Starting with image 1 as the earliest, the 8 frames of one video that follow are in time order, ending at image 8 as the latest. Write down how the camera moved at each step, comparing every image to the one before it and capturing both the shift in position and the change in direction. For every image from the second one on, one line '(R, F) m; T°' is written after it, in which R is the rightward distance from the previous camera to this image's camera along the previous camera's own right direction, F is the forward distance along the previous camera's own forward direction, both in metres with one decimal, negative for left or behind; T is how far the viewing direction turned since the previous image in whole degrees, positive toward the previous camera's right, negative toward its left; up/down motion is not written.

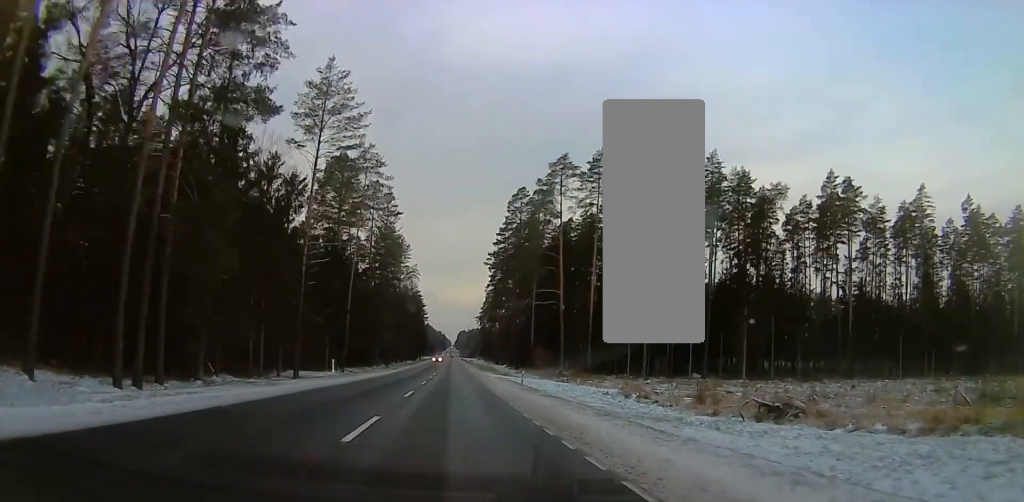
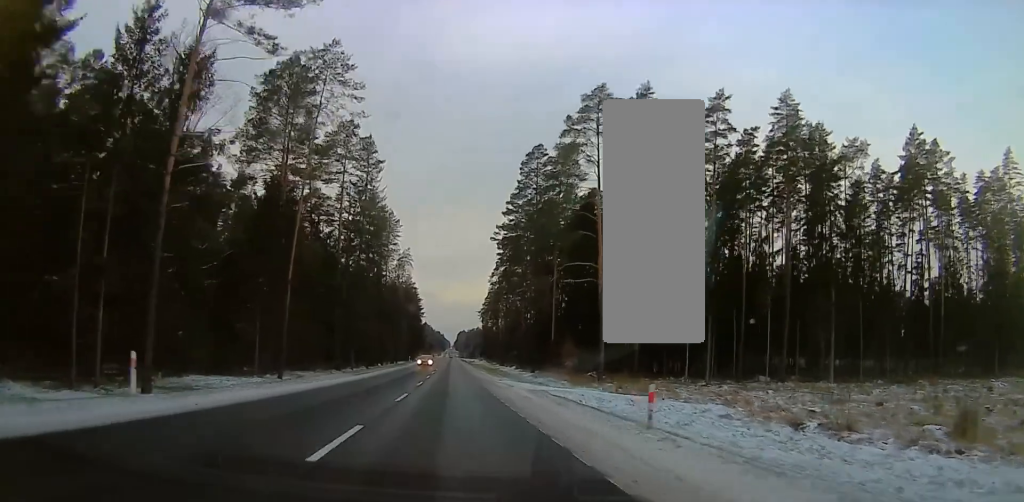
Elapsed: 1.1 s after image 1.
(0.0, +27.0) m; 0°
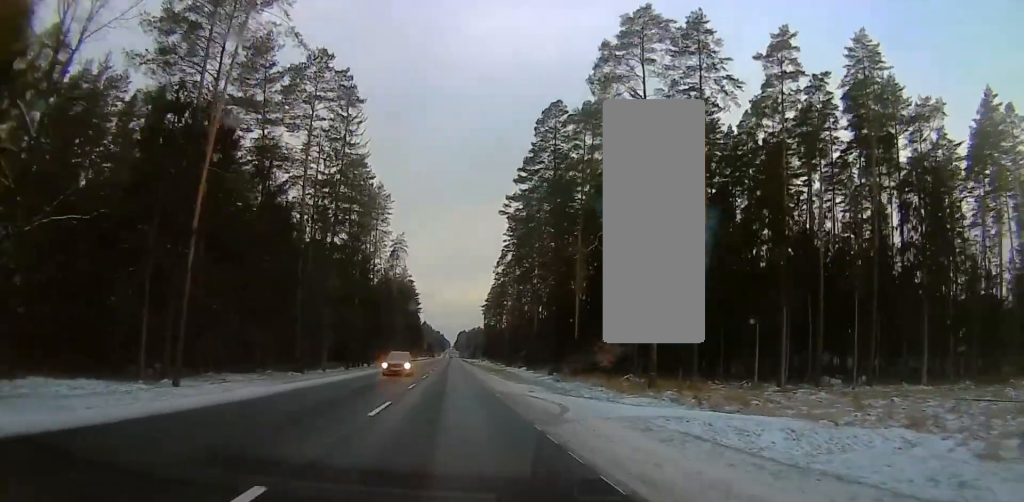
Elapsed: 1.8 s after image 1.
(0.0, +17.6) m; 0°
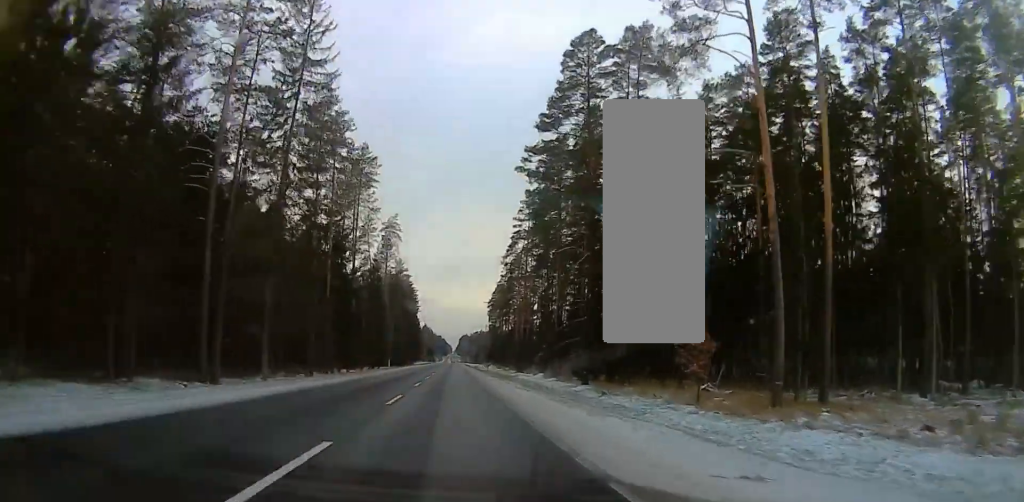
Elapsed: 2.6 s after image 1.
(0.0, +19.5) m; 0°
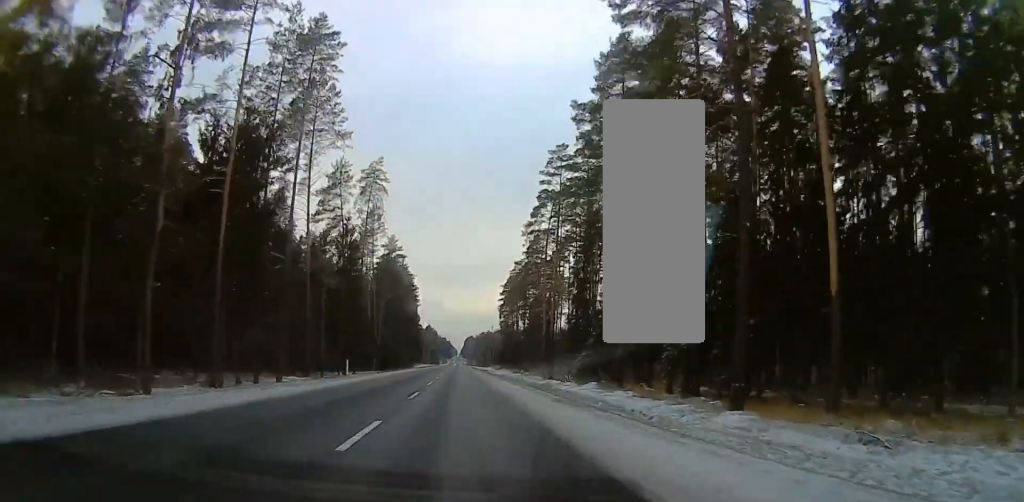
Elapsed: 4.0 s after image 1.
(0.0, +31.3) m; 0°
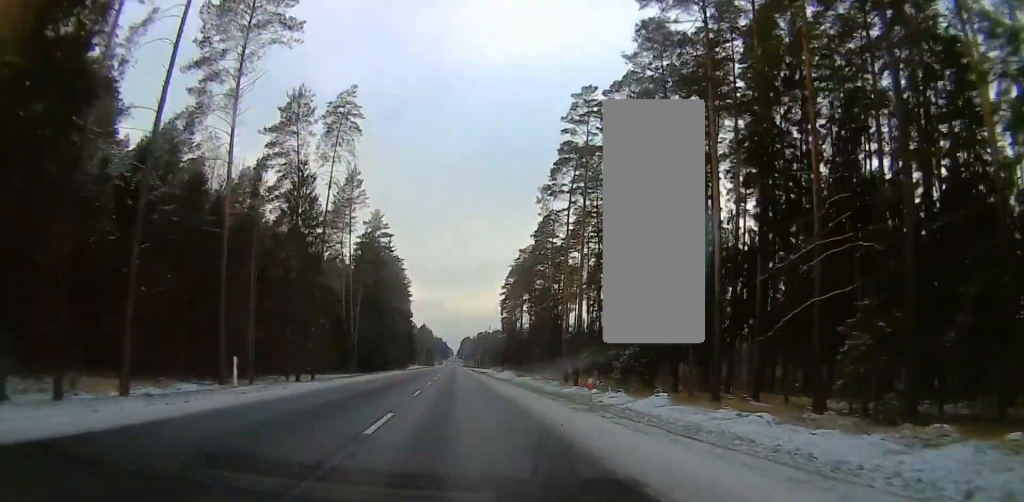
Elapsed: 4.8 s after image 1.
(0.0, +22.1) m; 0°
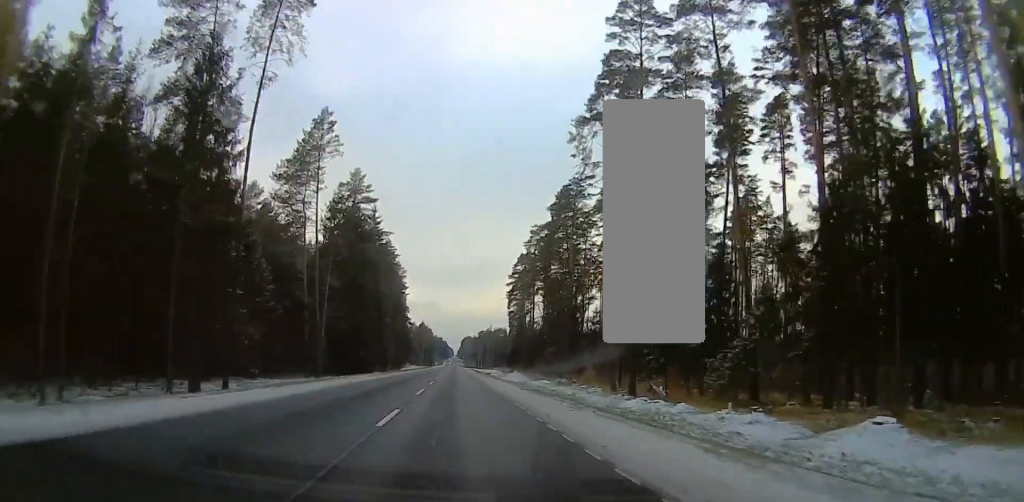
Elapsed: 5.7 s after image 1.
(0.0, +24.0) m; 0°
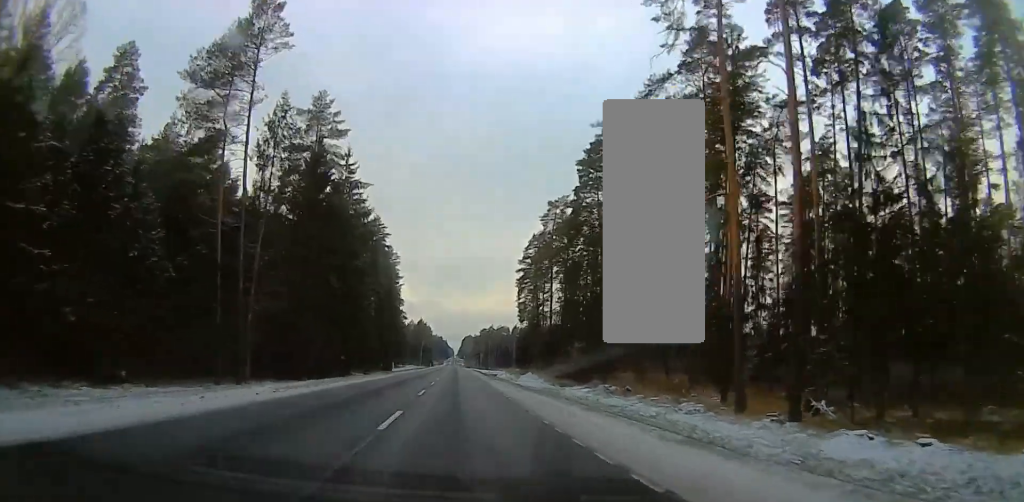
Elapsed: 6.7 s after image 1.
(0.0, +25.3) m; 0°
